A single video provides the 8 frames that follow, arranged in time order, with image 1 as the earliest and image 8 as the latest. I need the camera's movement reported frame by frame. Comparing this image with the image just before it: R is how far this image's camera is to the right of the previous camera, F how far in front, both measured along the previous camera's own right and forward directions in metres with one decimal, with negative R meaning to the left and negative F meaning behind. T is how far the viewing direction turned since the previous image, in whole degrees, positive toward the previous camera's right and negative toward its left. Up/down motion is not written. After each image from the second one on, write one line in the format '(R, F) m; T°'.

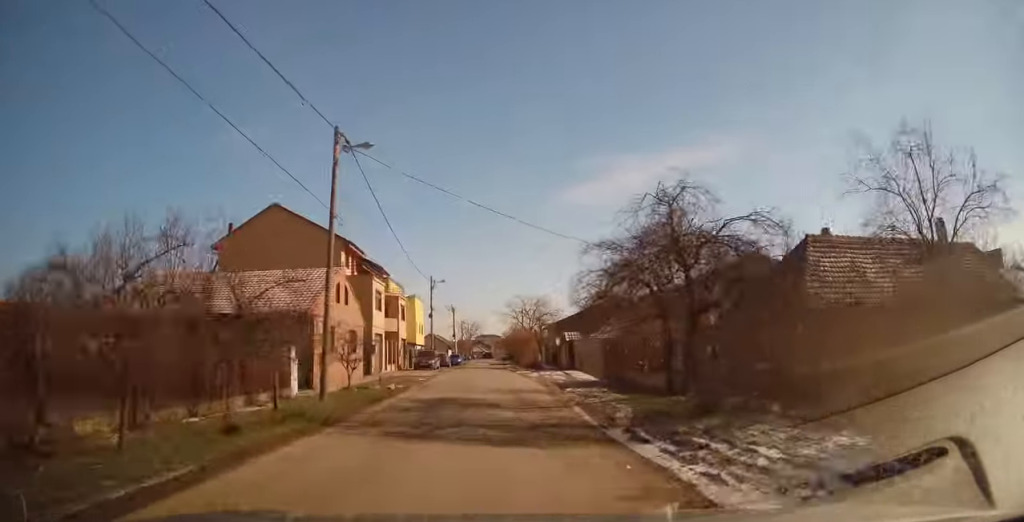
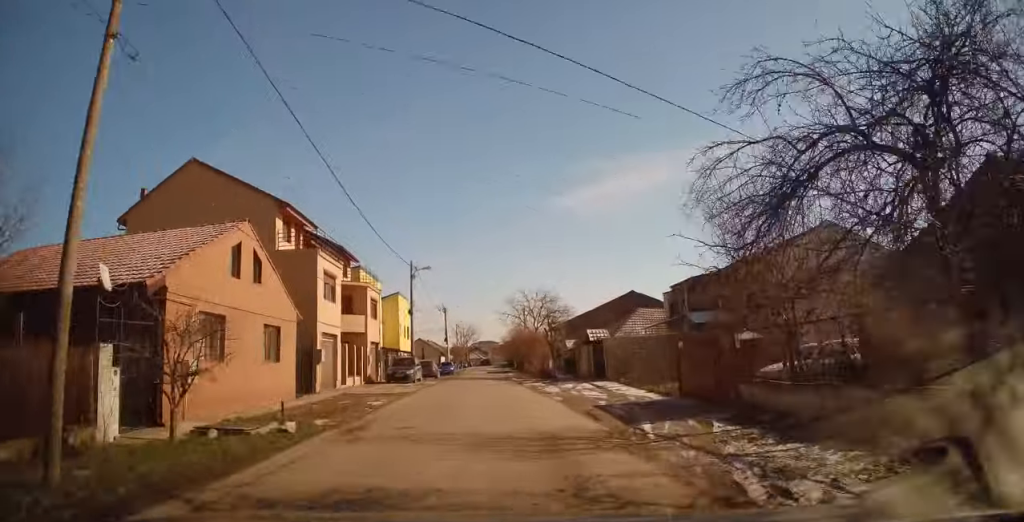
(0.0, +10.1) m; -1°
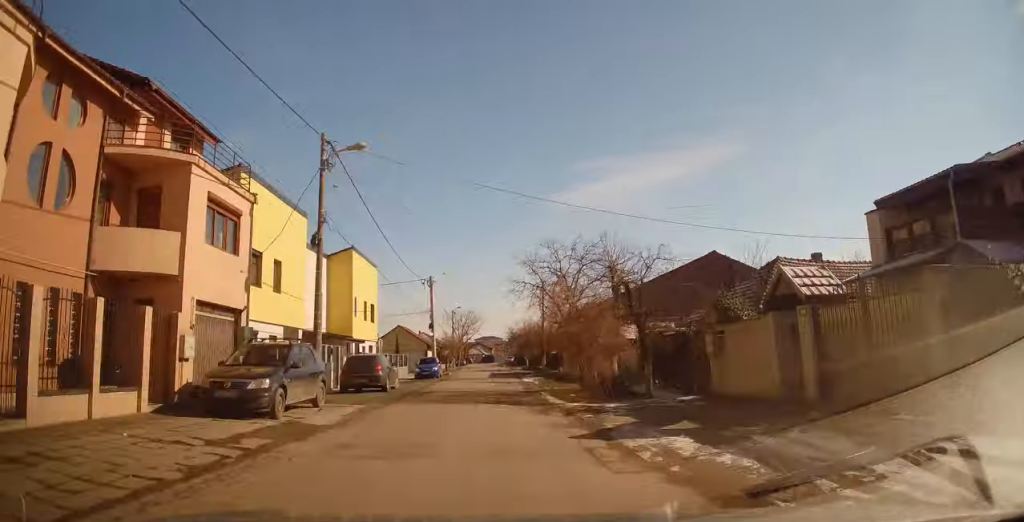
(-0.3, +20.2) m; +1°
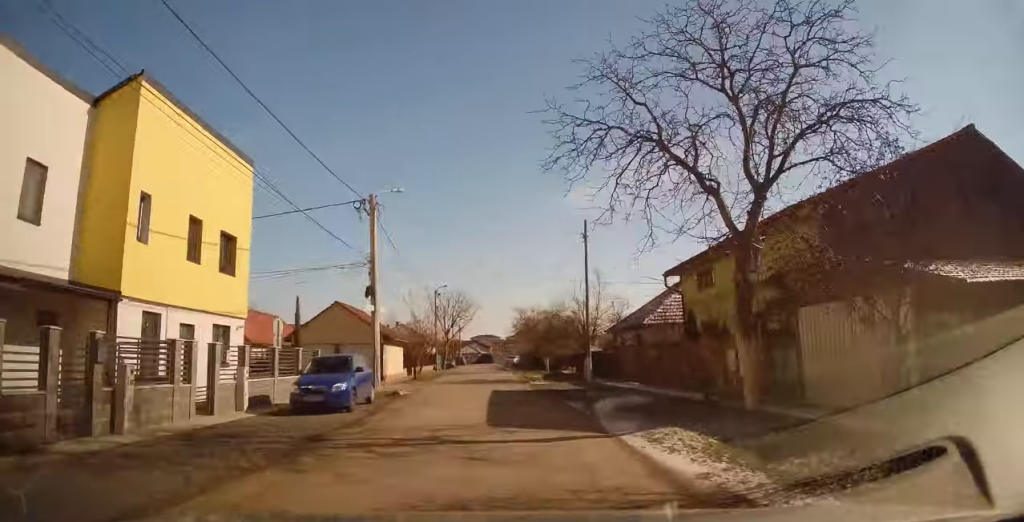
(+0.6, +23.7) m; +2°
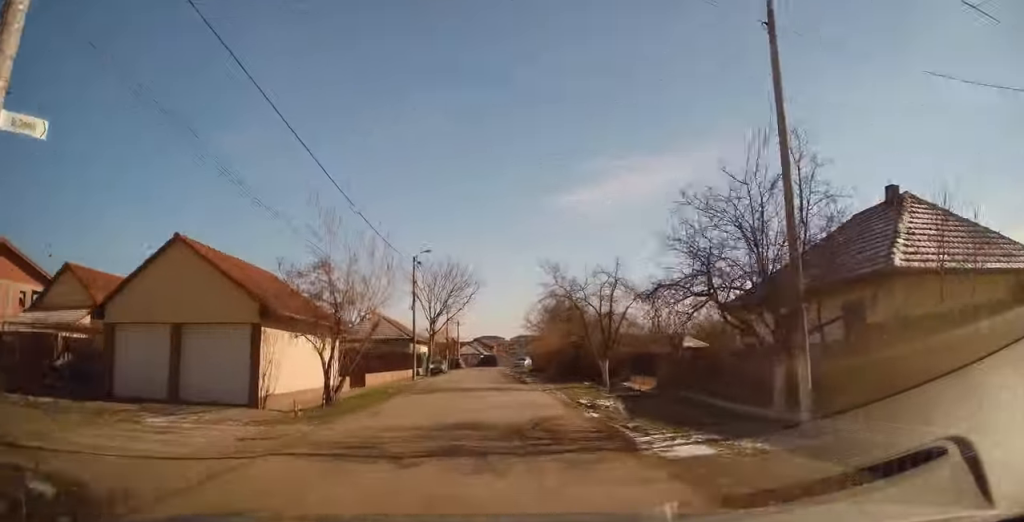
(-0.2, +19.5) m; -2°
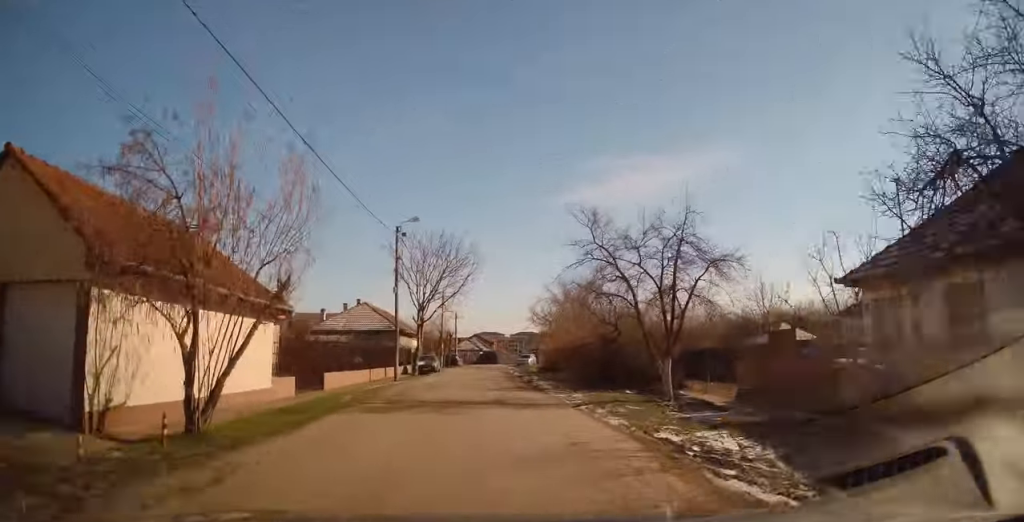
(-0.2, +7.5) m; 0°
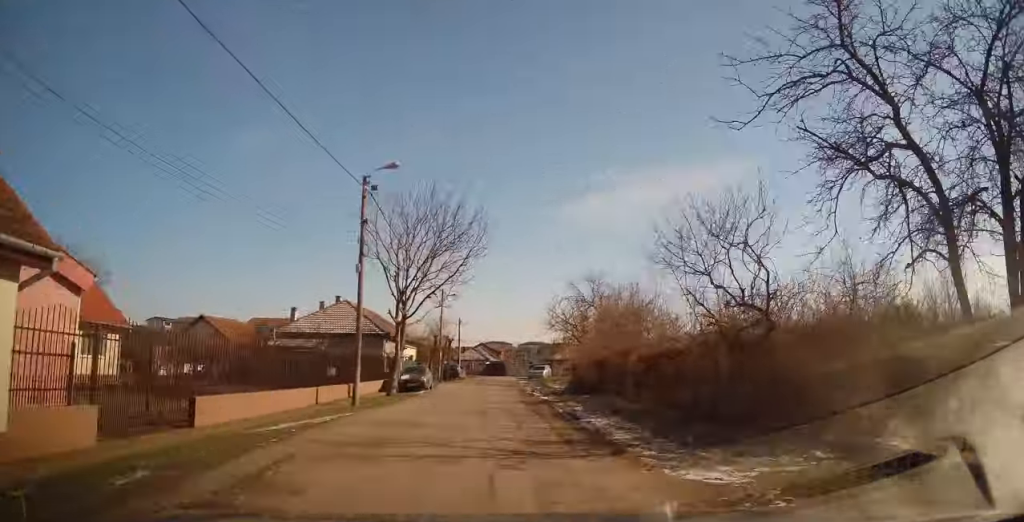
(+0.1, +10.4) m; 0°
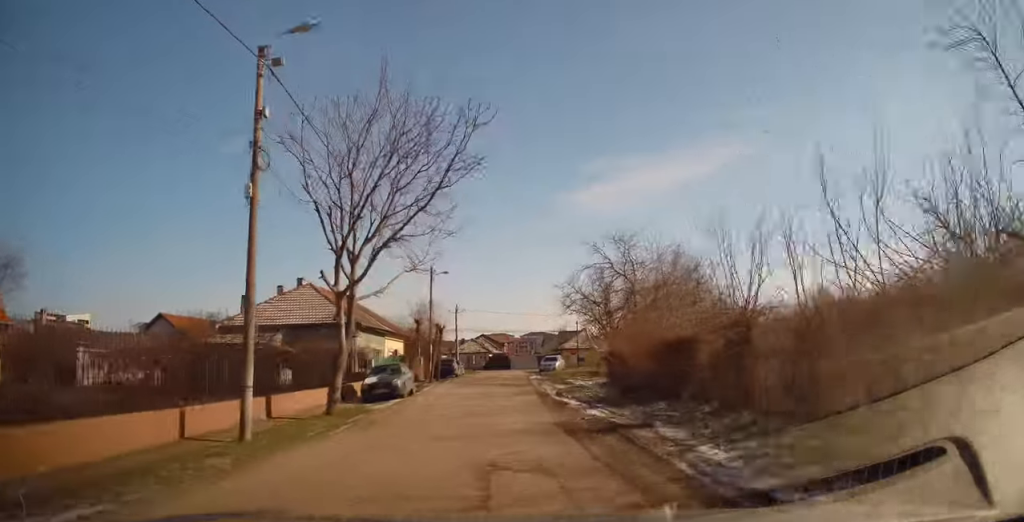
(+0.4, +9.3) m; 0°
